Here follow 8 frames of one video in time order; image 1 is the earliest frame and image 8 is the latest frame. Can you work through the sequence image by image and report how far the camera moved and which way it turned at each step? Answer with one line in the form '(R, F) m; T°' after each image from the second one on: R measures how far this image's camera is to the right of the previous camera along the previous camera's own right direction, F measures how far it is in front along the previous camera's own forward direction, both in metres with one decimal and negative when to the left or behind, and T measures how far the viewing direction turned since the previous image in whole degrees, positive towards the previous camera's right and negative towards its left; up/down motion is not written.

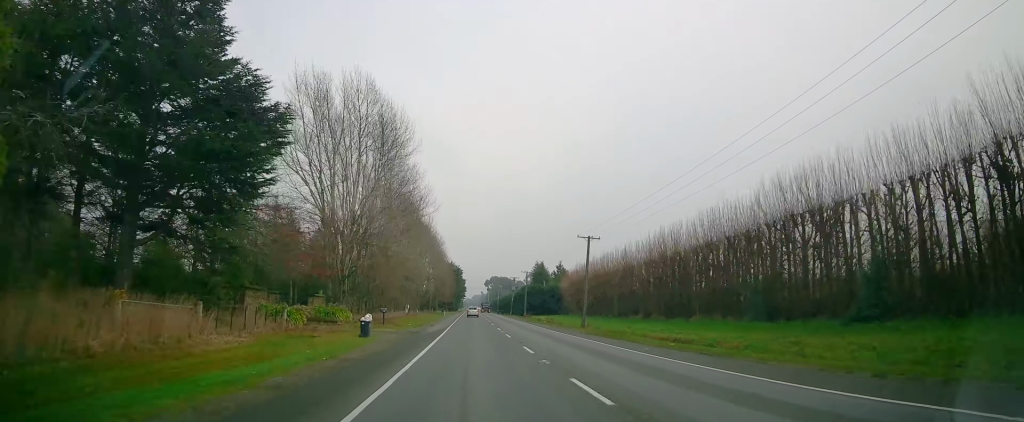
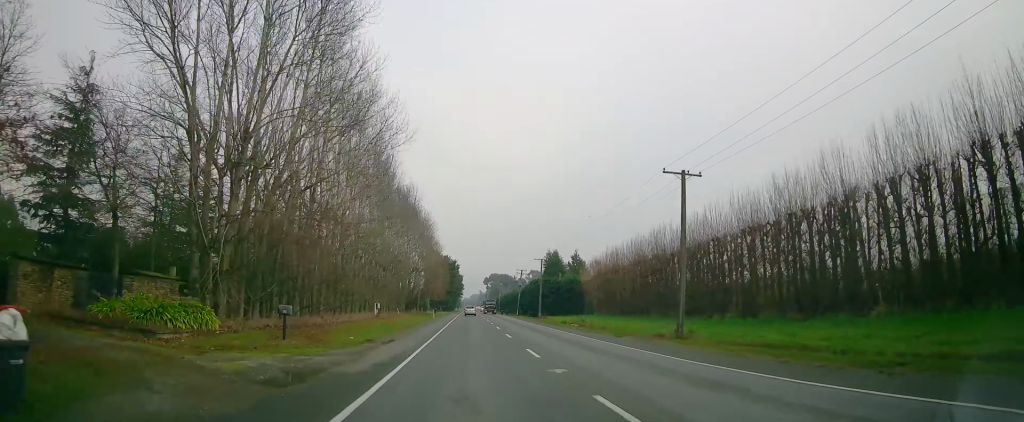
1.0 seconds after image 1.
(+0.8, +22.6) m; +1°
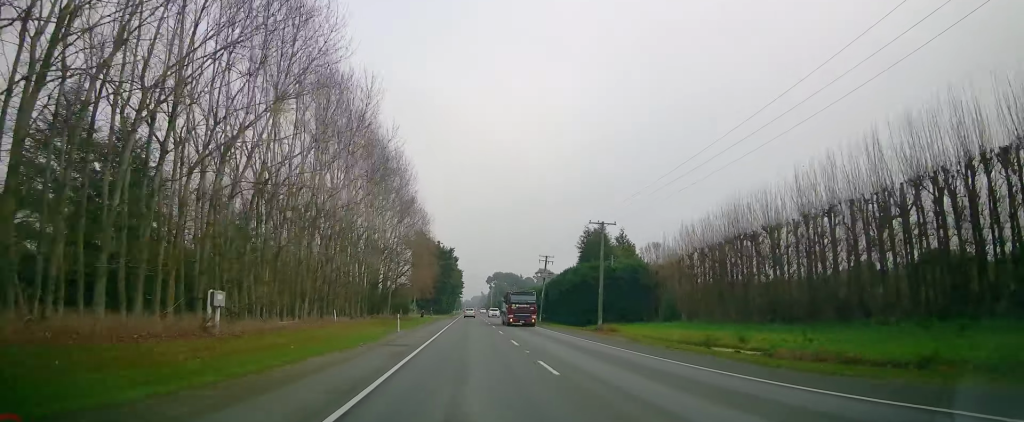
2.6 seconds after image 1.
(-1.2, +33.7) m; -1°
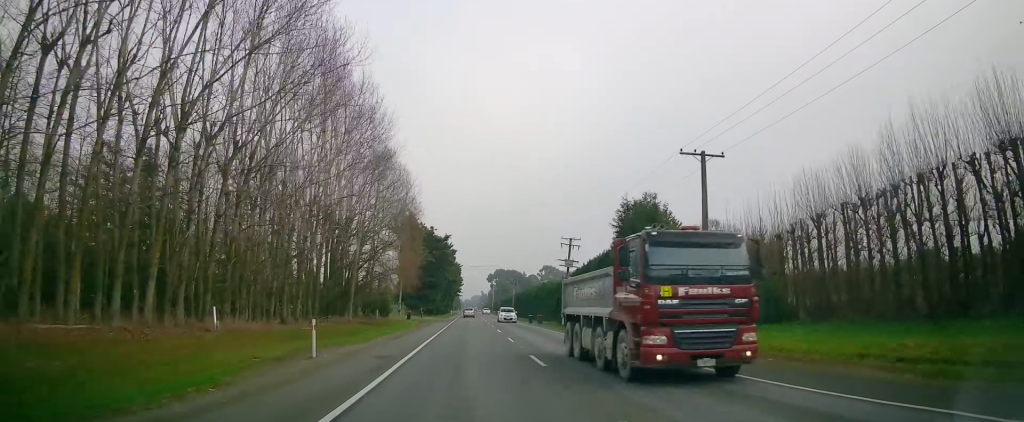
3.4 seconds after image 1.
(+0.3, +18.3) m; 0°
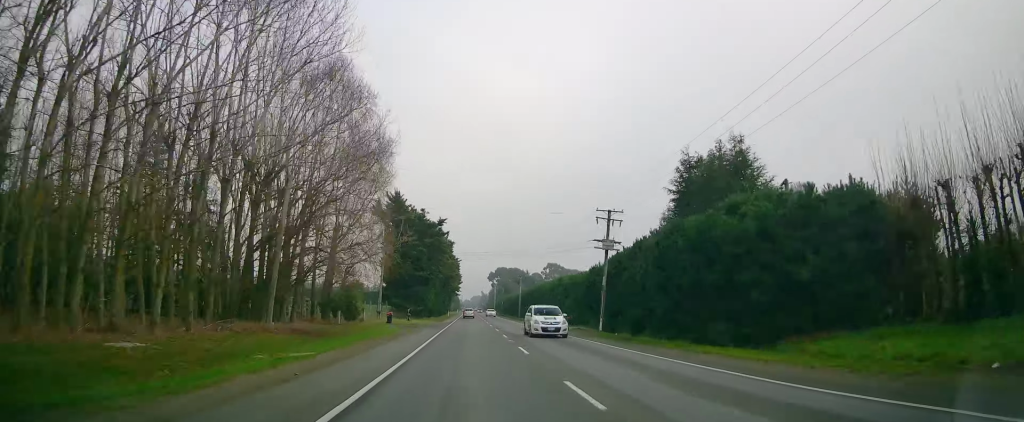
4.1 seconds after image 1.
(+0.3, +16.1) m; 0°
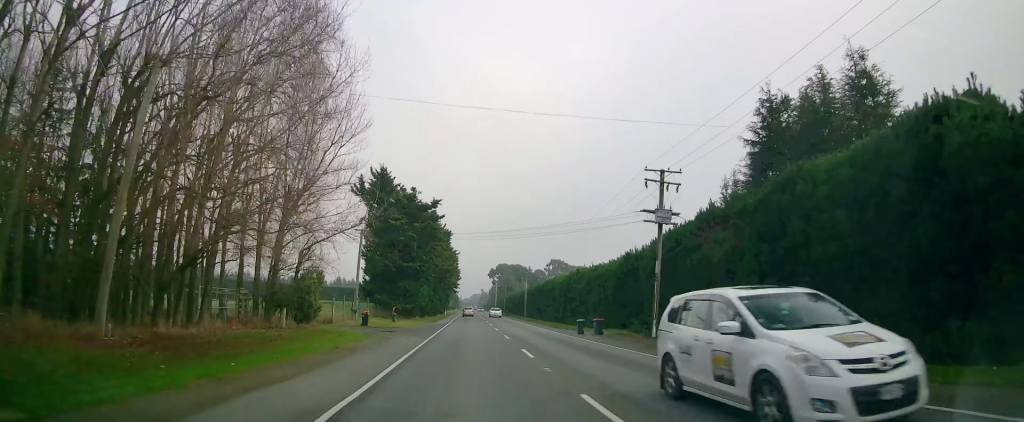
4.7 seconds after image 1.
(-0.4, +11.8) m; -1°
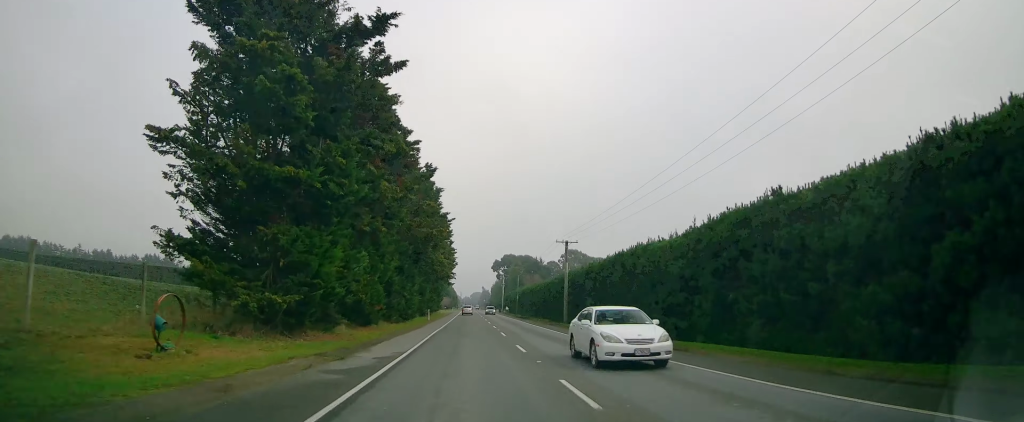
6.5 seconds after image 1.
(+0.3, +39.8) m; +1°
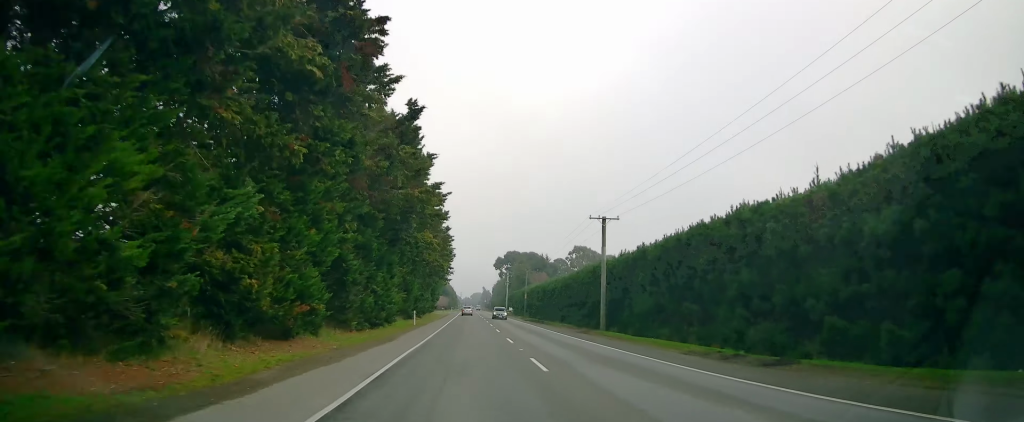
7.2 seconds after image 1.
(0.0, +15.2) m; 0°
